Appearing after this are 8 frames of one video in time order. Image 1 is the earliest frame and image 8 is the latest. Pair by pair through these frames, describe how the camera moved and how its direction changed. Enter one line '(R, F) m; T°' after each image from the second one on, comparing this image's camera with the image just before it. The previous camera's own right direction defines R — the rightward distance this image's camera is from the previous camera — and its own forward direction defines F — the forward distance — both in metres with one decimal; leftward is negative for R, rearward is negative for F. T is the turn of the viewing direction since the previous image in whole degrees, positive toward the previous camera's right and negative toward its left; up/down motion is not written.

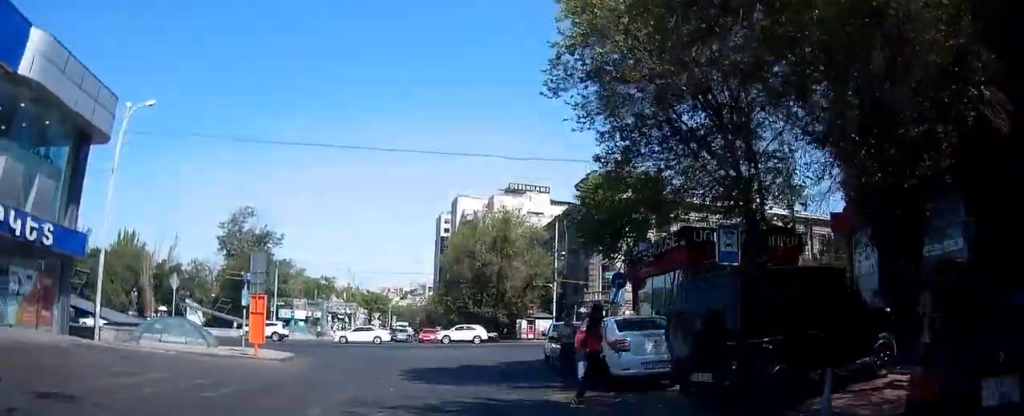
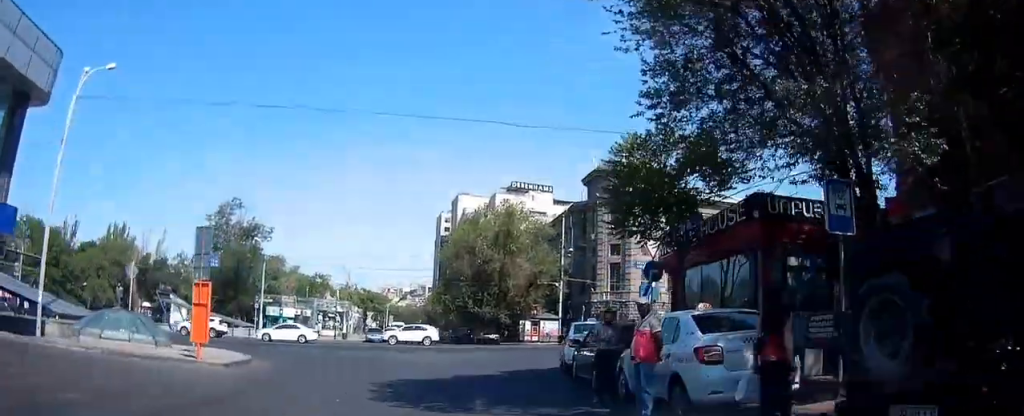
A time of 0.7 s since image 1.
(+0.1, +4.1) m; +4°
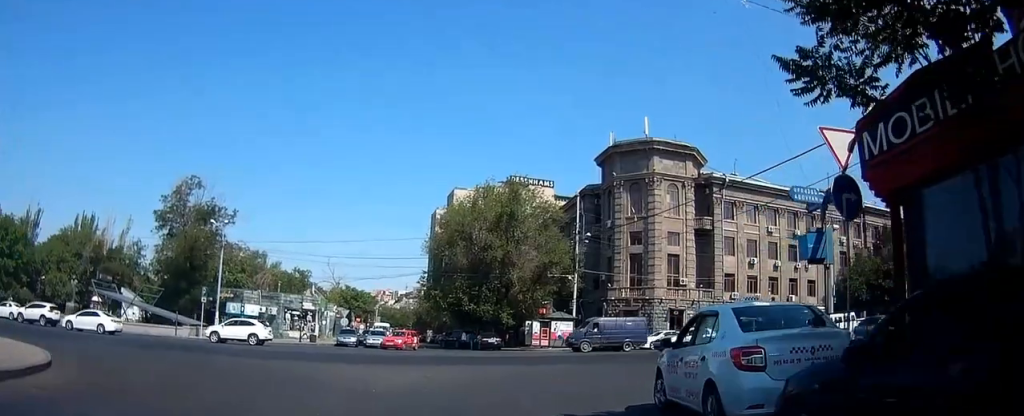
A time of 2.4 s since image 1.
(+0.4, +10.5) m; +3°
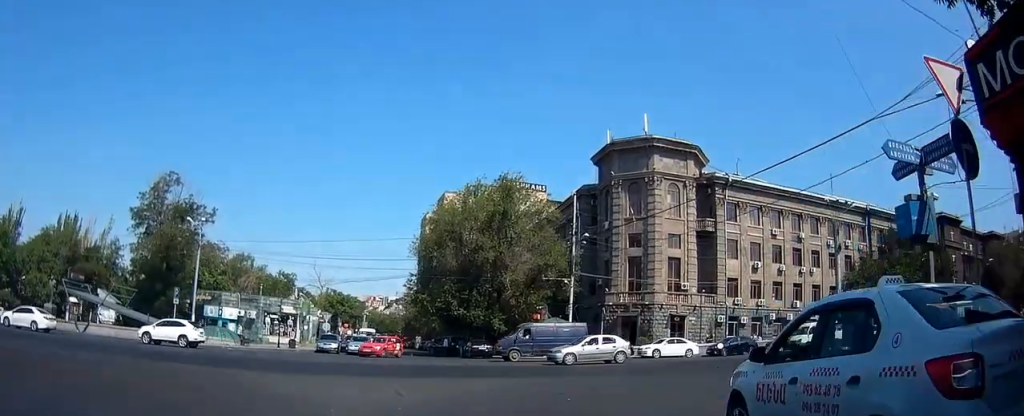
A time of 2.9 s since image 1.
(-0.2, +3.1) m; +1°
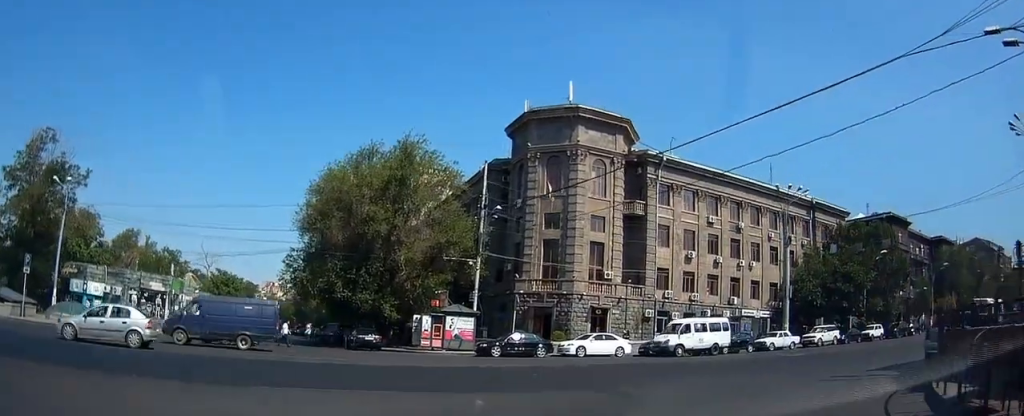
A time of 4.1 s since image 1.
(+0.6, +9.2) m; +7°
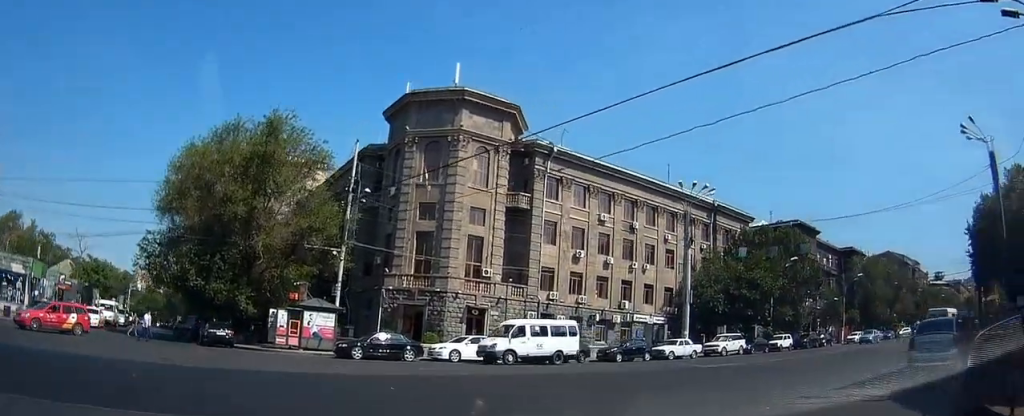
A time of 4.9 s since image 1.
(-0.2, +5.9) m; +7°
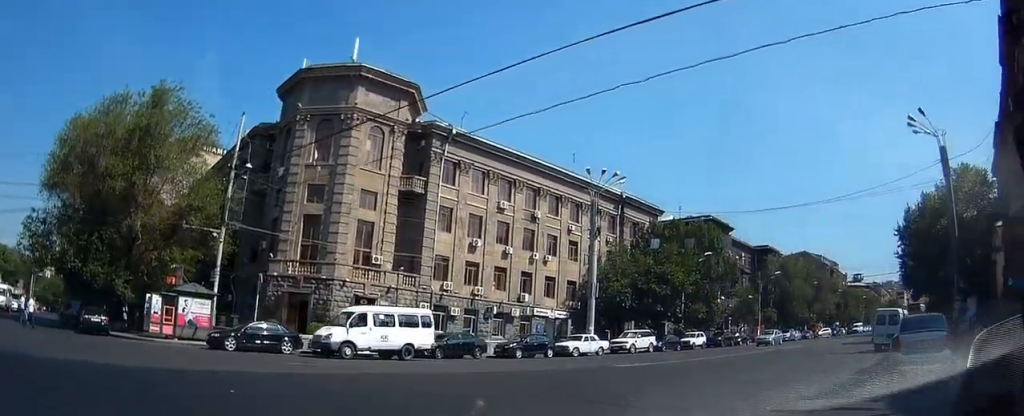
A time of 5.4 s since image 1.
(+0.6, +3.6) m; +9°
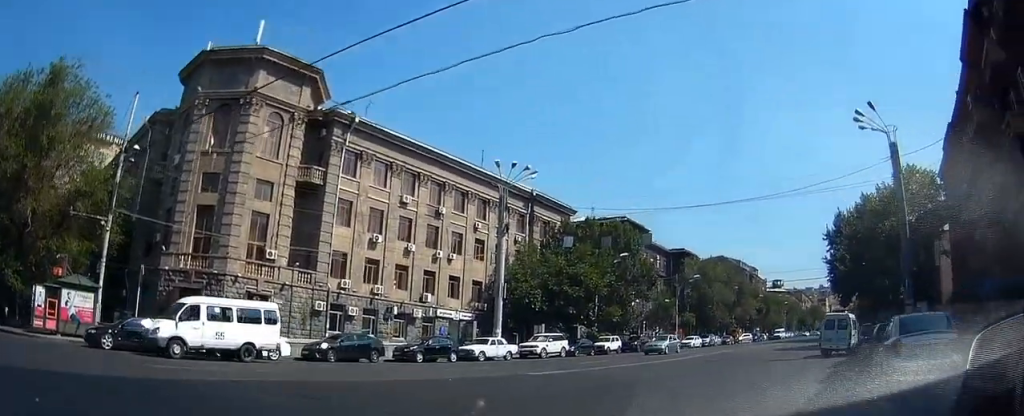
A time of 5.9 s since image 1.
(+0.1, +3.4) m; +8°
